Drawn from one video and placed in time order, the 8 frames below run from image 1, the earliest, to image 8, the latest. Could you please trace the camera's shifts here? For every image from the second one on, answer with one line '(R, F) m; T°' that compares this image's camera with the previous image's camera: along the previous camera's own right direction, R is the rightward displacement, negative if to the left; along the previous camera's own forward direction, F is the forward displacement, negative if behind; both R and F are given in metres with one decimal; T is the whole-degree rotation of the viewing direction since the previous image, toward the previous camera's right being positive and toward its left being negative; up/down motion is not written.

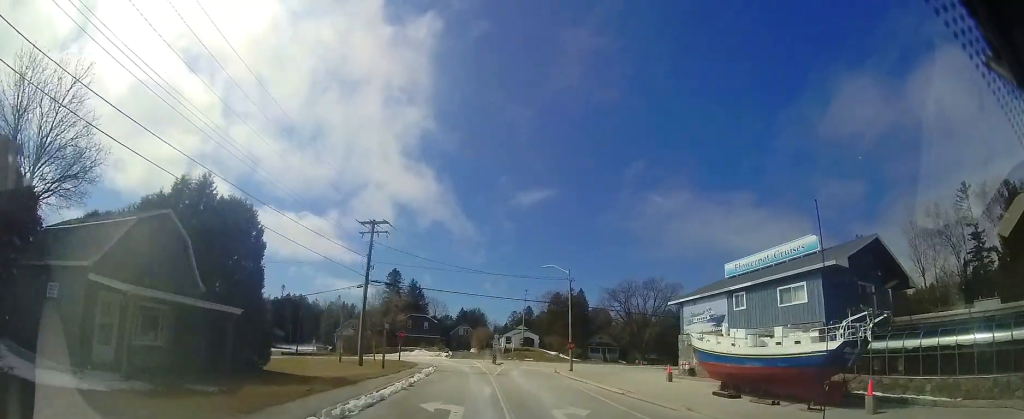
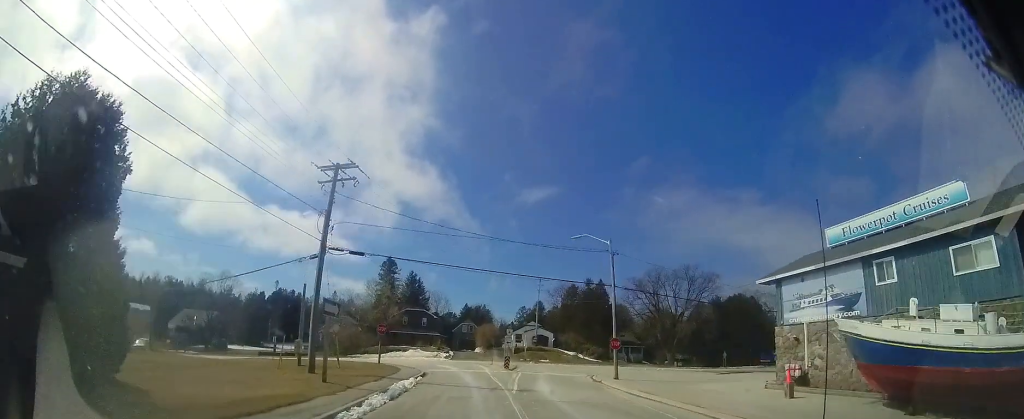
(+0.1, +8.9) m; -3°
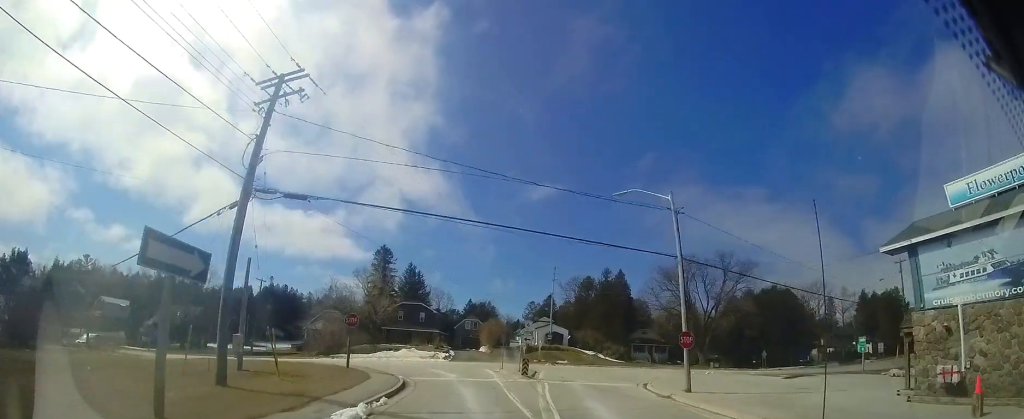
(-0.4, +7.0) m; -5°
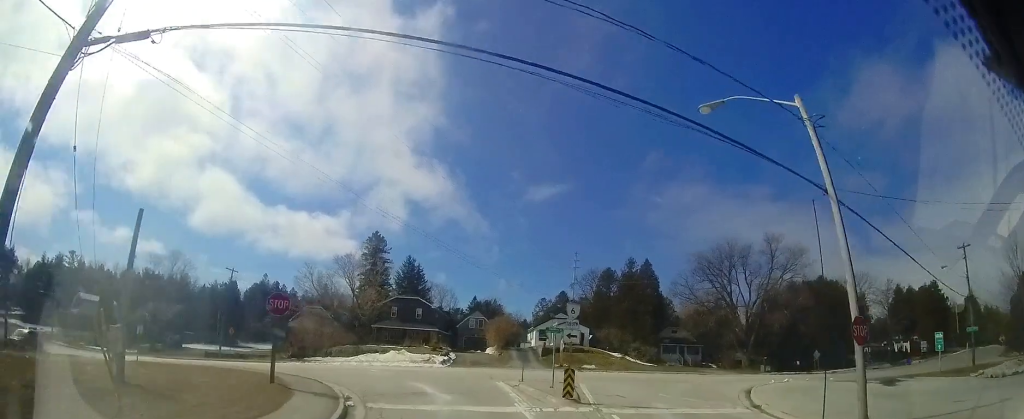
(-0.4, +7.6) m; -4°
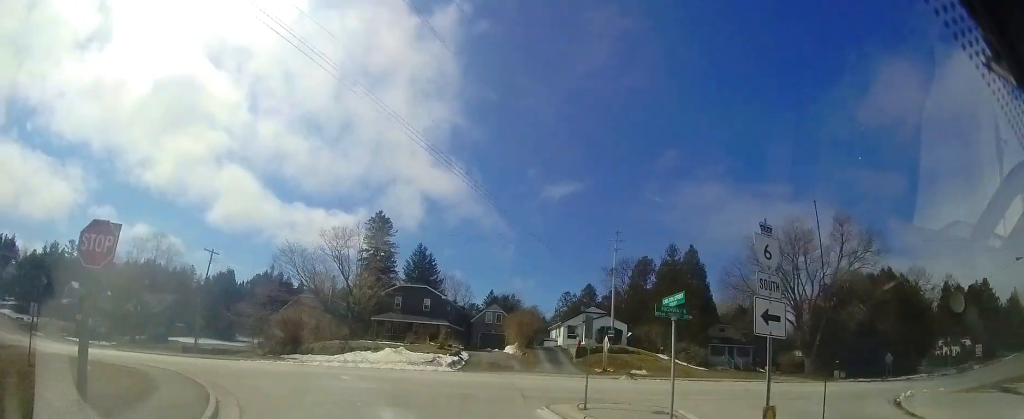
(-0.1, +7.2) m; -3°
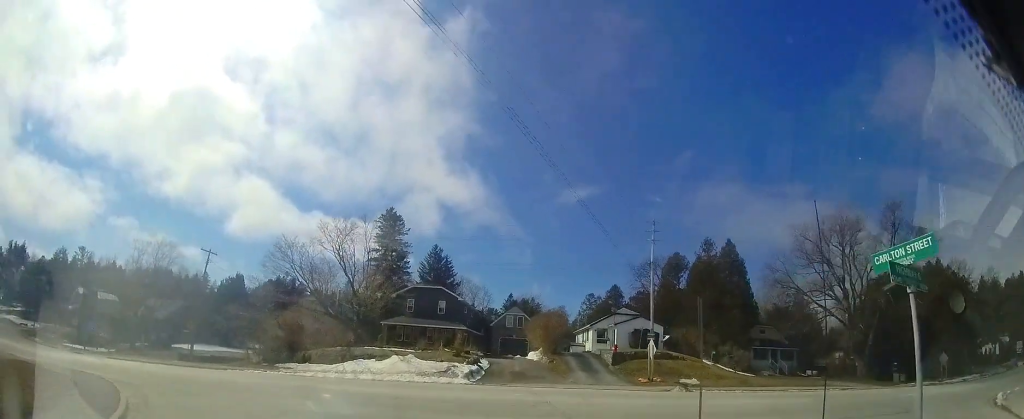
(-0.1, +4.0) m; -7°
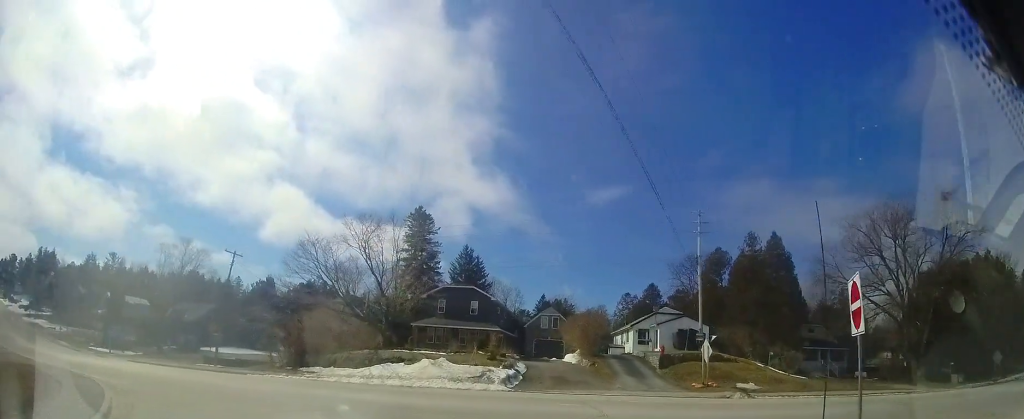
(0.0, +2.0) m; -7°
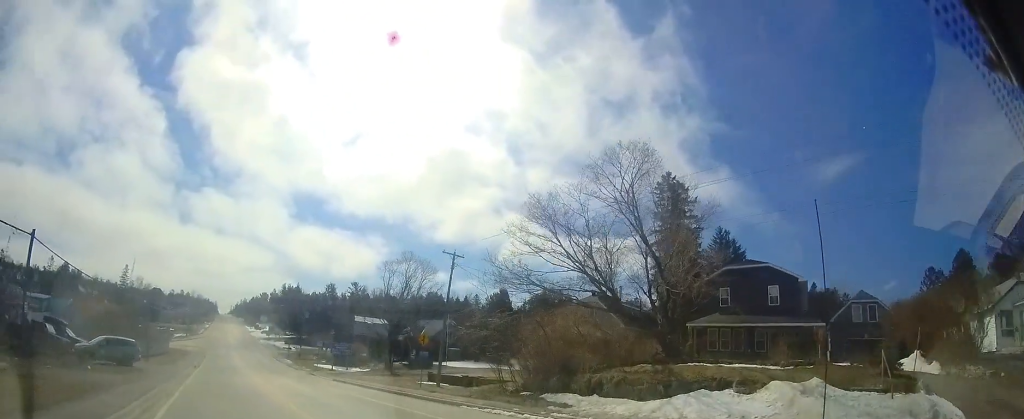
(-3.6, +8.2) m; -41°
